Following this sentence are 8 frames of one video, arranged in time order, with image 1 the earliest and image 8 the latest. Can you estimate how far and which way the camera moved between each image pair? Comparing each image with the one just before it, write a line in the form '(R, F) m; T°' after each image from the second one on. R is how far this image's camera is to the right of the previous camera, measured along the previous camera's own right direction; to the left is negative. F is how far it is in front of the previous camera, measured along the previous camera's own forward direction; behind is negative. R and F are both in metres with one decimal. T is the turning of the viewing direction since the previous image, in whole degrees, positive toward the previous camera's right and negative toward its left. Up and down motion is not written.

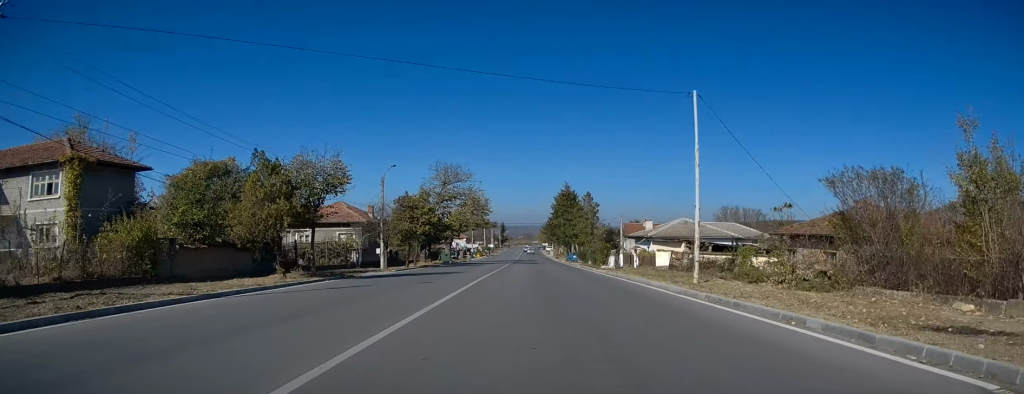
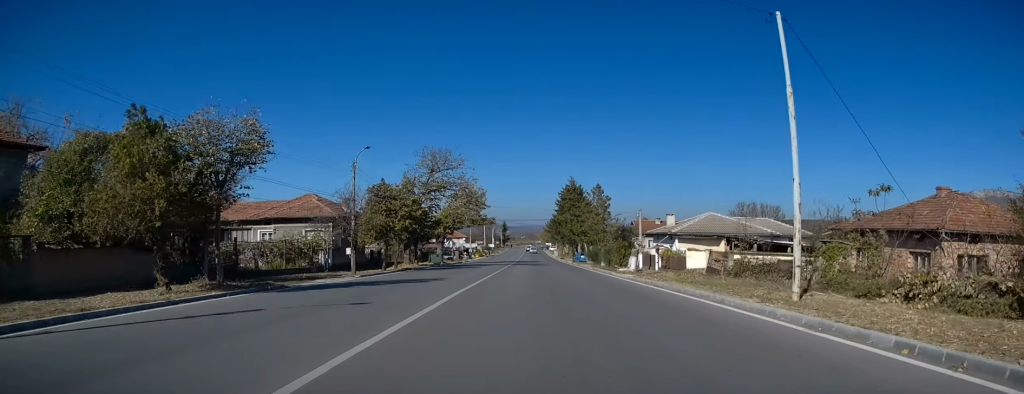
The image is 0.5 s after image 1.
(+0.2, +7.8) m; 0°
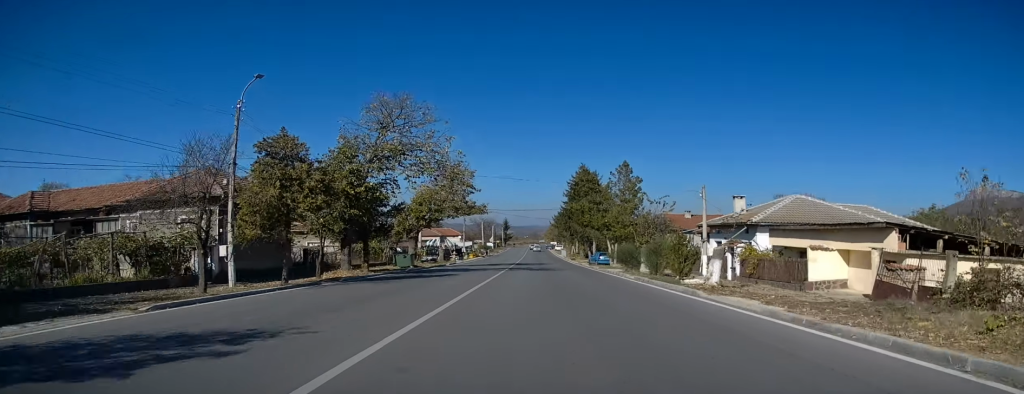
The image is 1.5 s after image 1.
(-0.3, +15.1) m; -1°
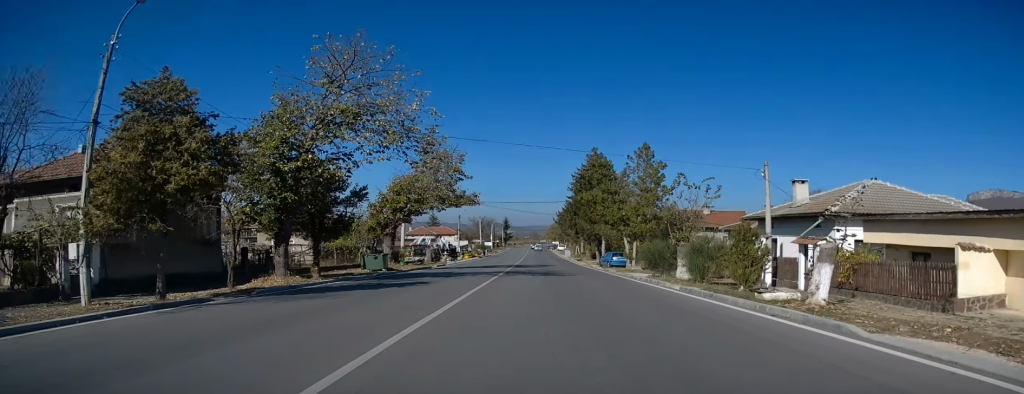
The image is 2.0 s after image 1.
(0.0, +8.3) m; 0°
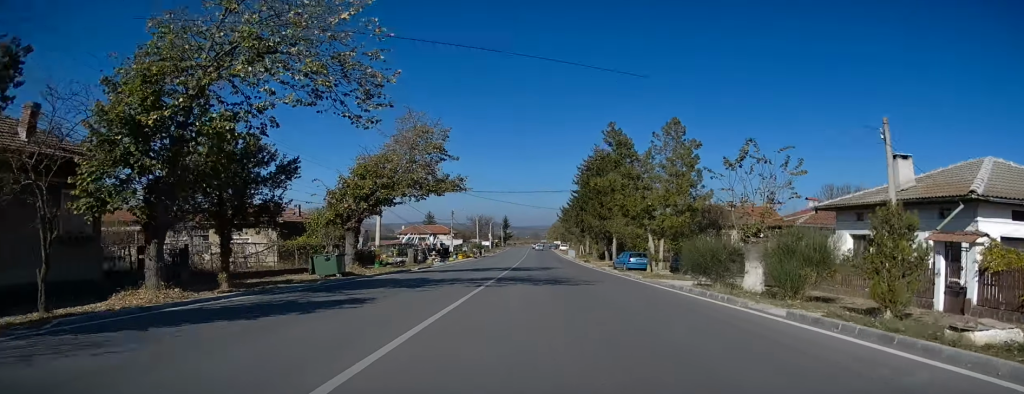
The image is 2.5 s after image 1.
(+0.1, +7.8) m; 0°
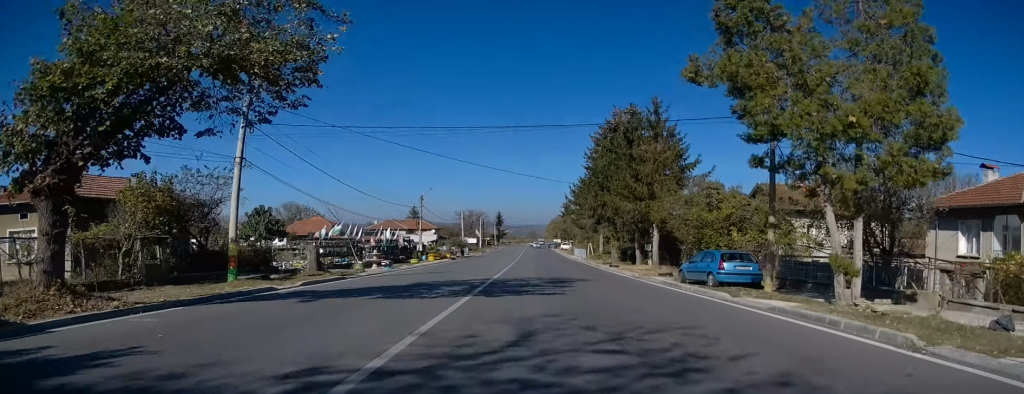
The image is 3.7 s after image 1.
(-0.1, +18.7) m; 0°
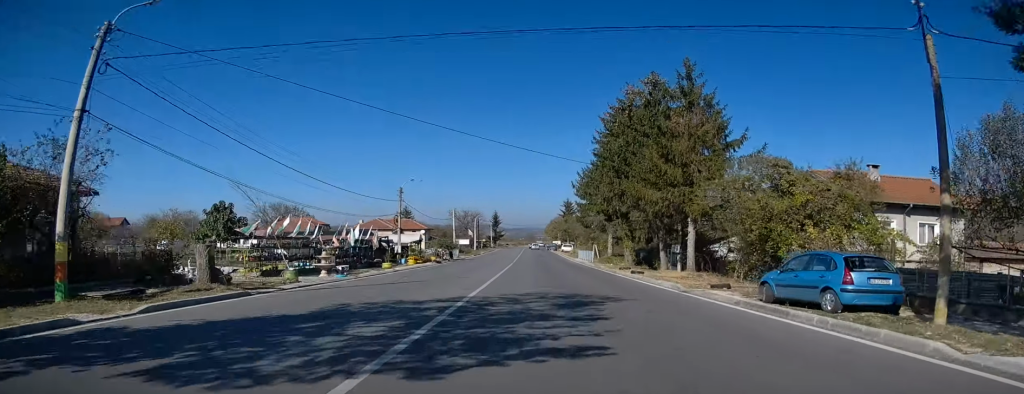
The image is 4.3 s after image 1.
(0.0, +8.8) m; +1°
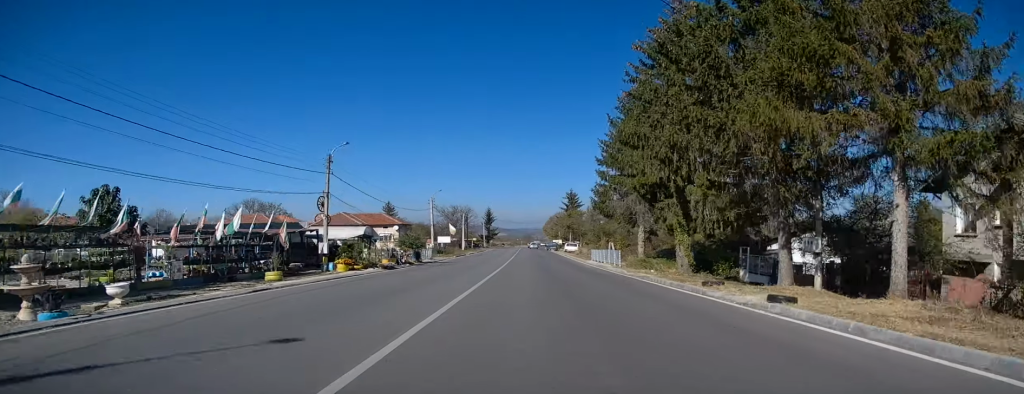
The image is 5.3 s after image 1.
(+0.2, +16.1) m; 0°
